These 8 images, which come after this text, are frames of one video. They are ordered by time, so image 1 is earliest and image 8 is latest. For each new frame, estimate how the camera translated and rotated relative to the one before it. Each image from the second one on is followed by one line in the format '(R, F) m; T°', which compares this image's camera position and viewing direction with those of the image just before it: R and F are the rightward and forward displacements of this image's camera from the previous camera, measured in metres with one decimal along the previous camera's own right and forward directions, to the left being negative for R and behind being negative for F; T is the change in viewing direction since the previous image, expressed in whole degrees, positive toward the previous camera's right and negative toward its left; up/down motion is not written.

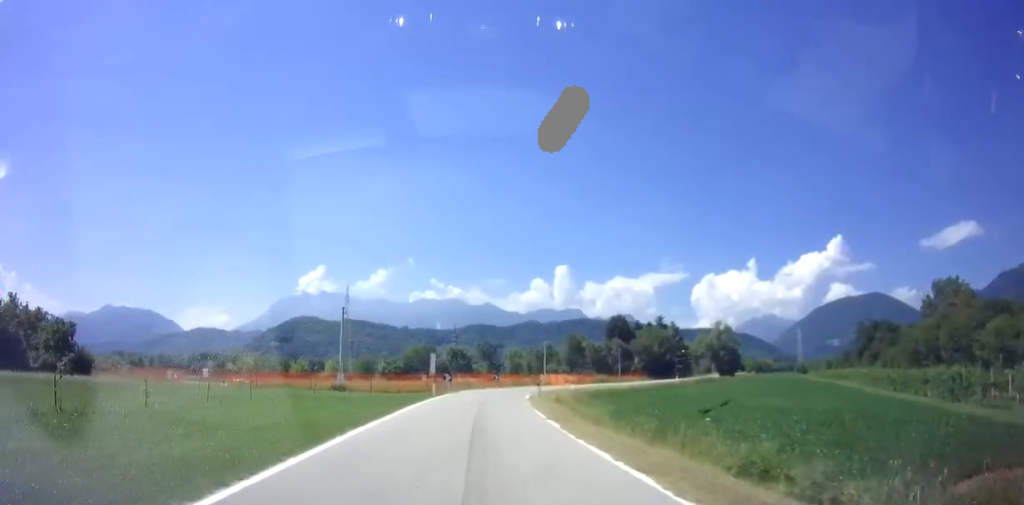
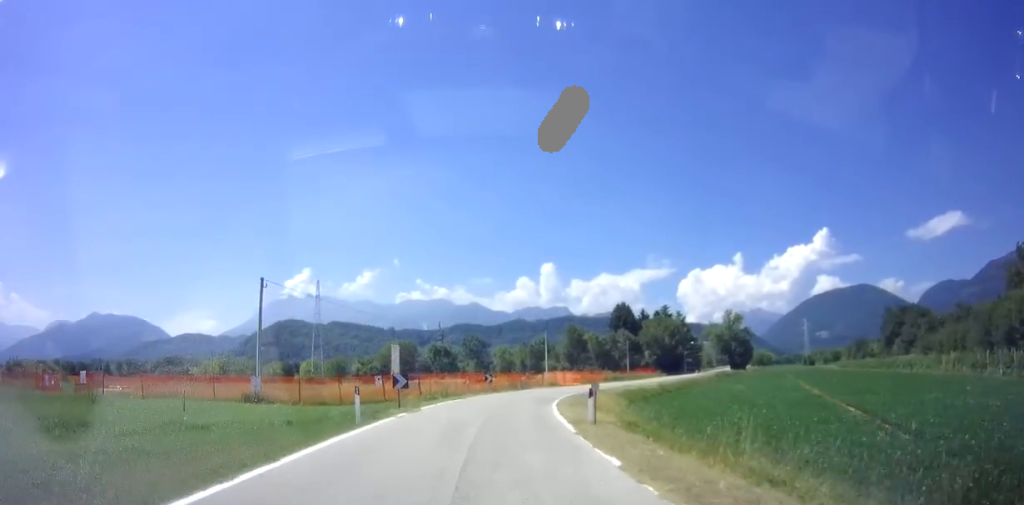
(+0.1, +19.3) m; +5°
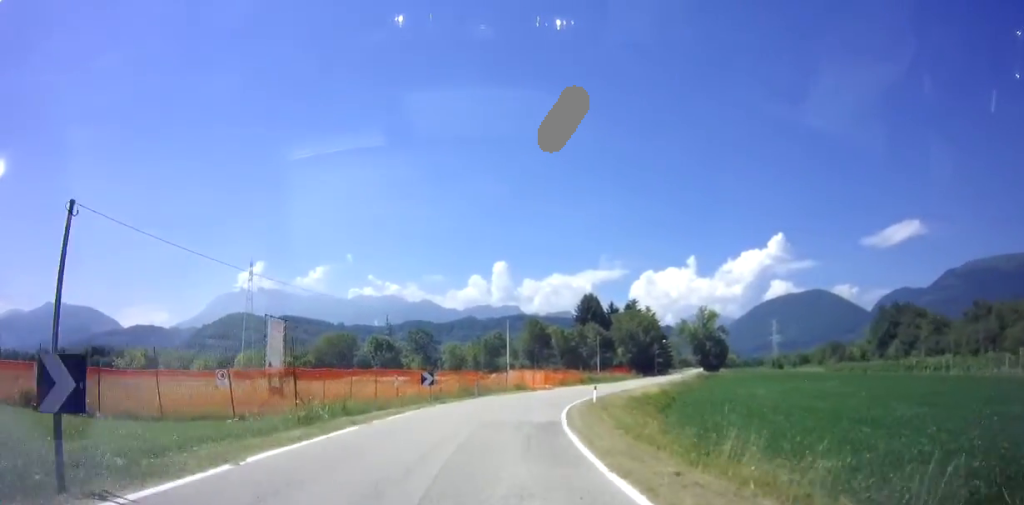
(+1.4, +16.8) m; +7°
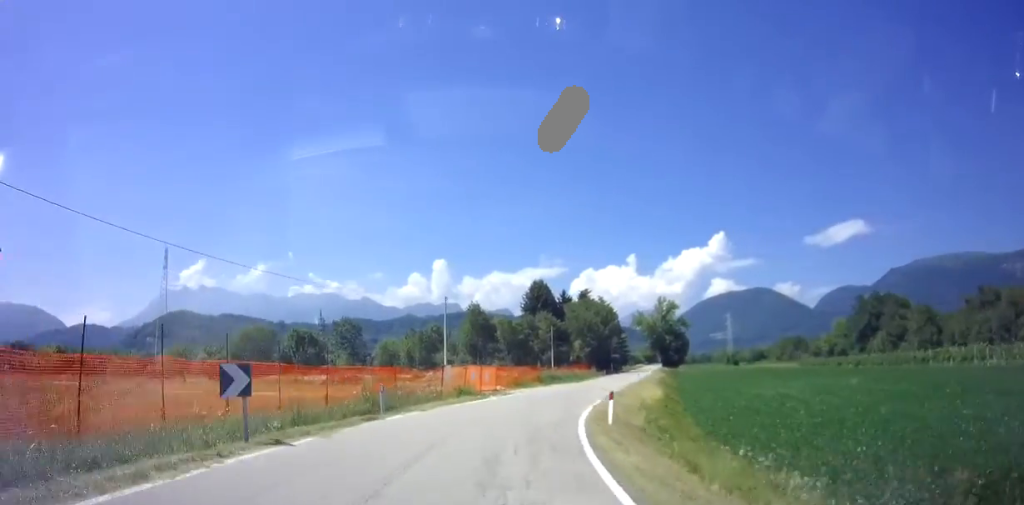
(+0.9, +15.1) m; +8°
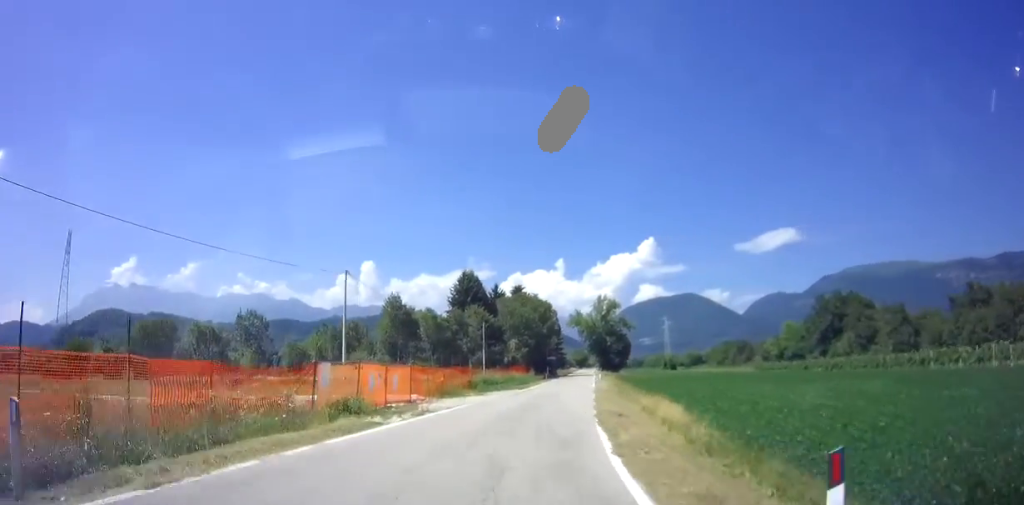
(+1.0, +13.0) m; +7°
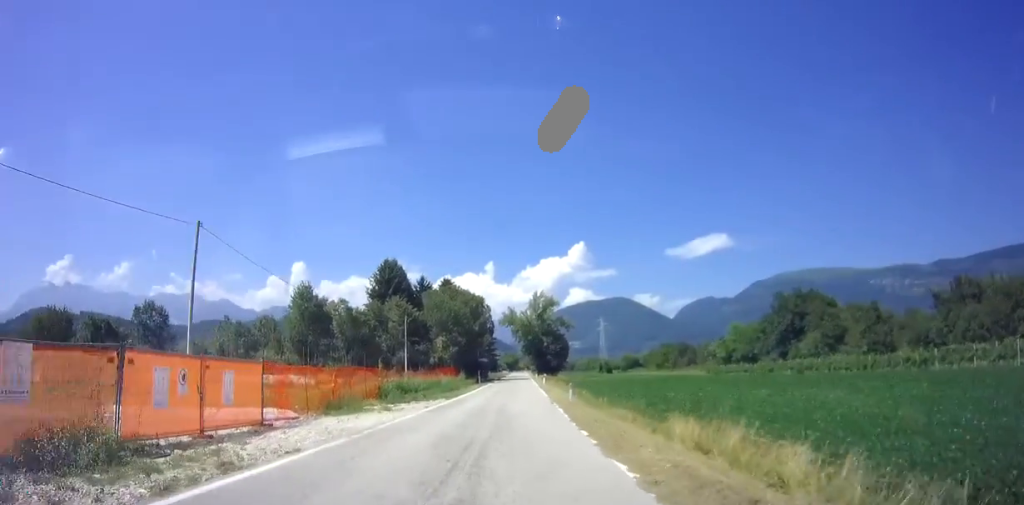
(+0.4, +11.4) m; +3°
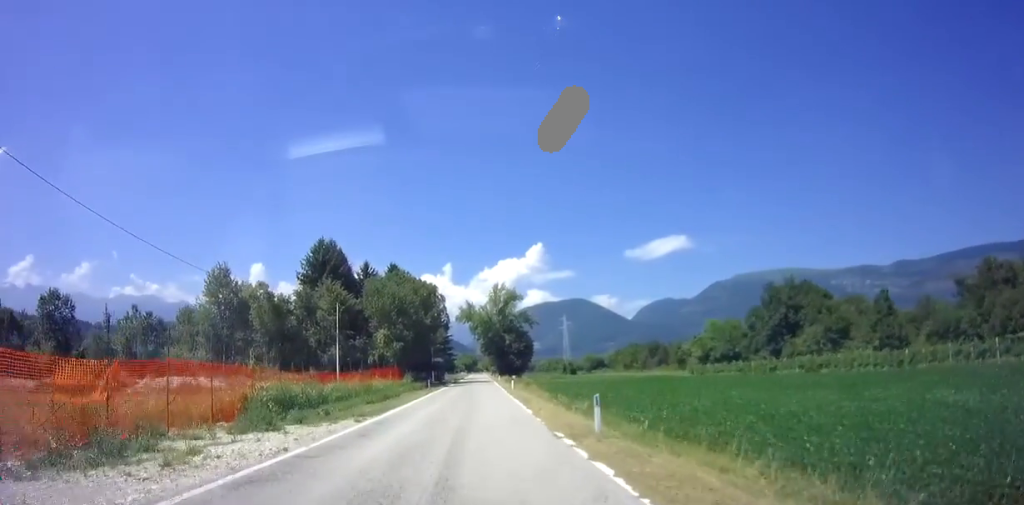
(+0.3, +13.4) m; +1°
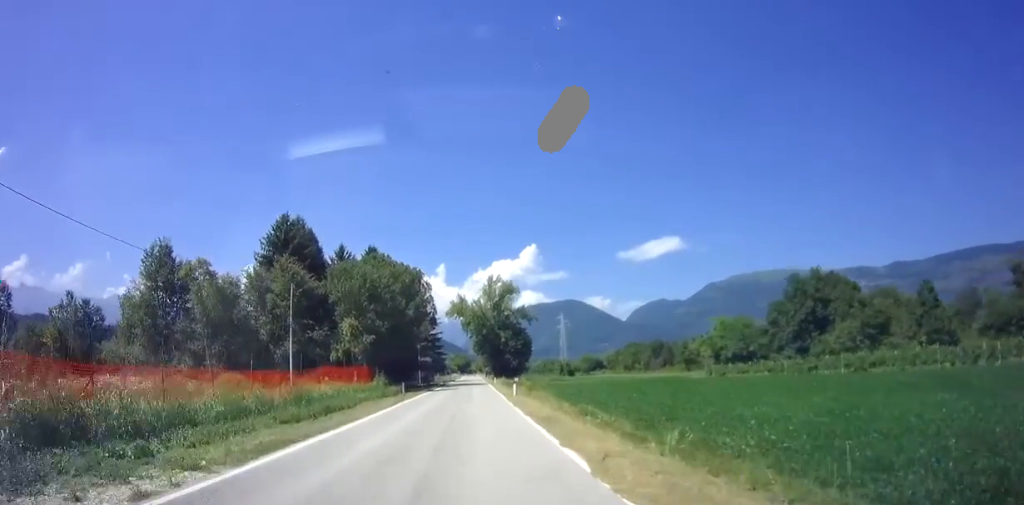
(0.0, +11.3) m; 0°
